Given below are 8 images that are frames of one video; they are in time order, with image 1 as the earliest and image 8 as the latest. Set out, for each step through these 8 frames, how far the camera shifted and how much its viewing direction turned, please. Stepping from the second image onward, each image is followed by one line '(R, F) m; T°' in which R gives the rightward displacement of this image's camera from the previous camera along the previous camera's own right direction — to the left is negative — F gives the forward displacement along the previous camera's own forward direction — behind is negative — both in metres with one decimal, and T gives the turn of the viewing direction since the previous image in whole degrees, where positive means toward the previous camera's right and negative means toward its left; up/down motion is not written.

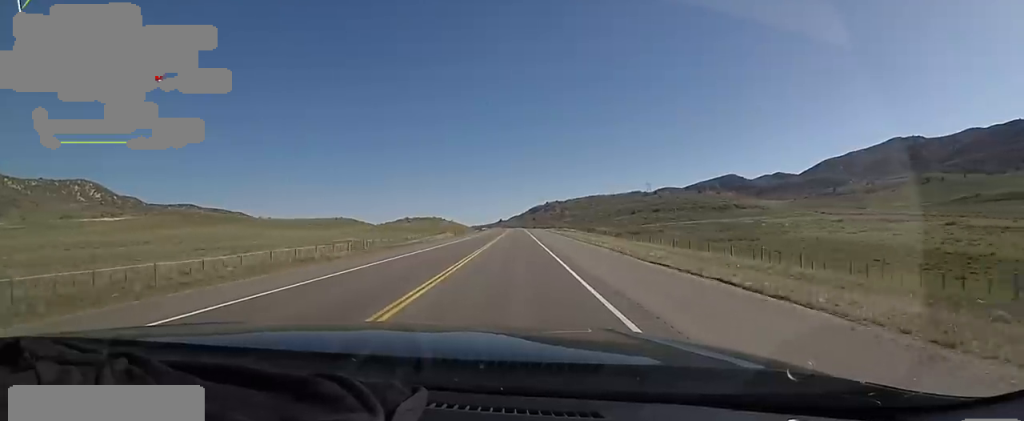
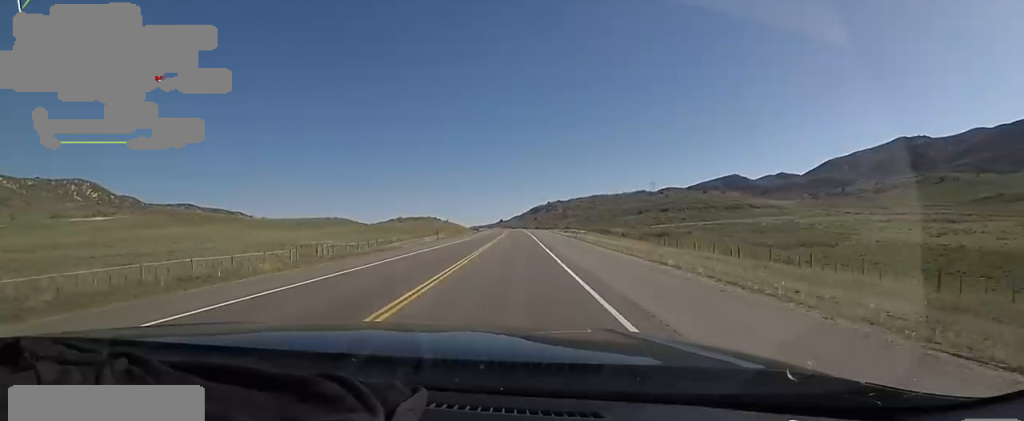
(+0.6, +15.6) m; 0°
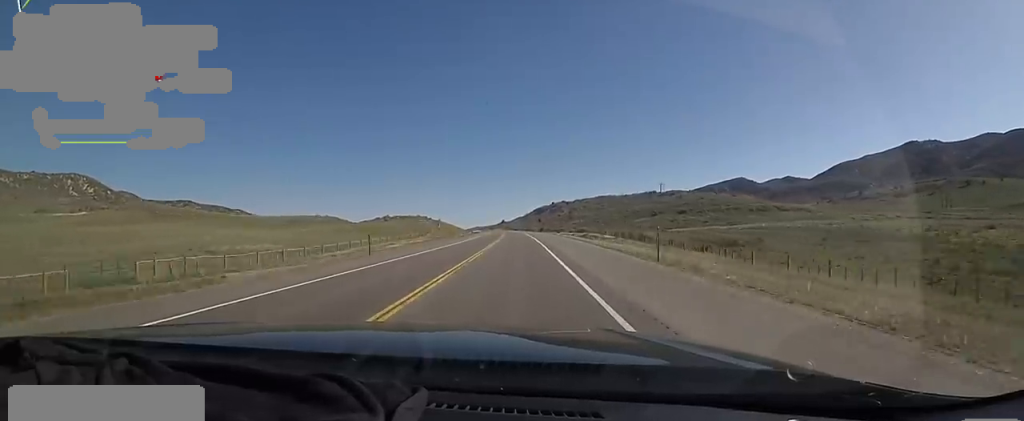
(+0.2, +26.0) m; -1°
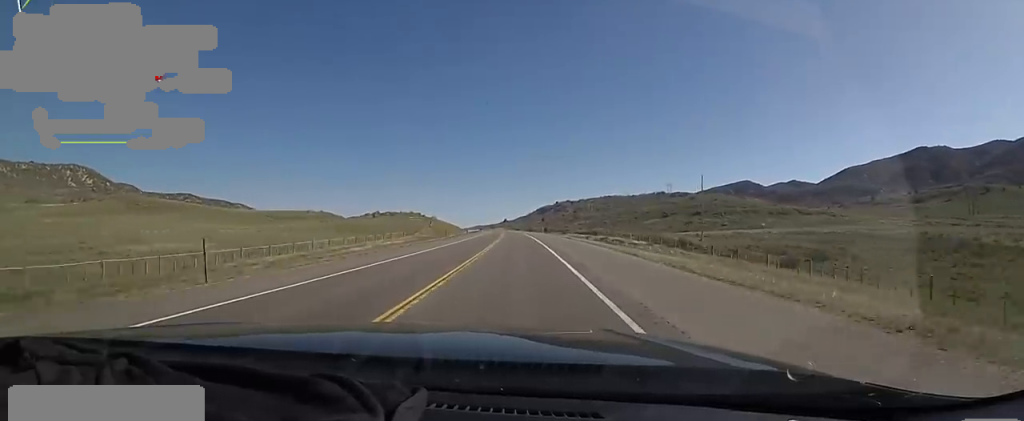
(-0.4, +16.7) m; -1°
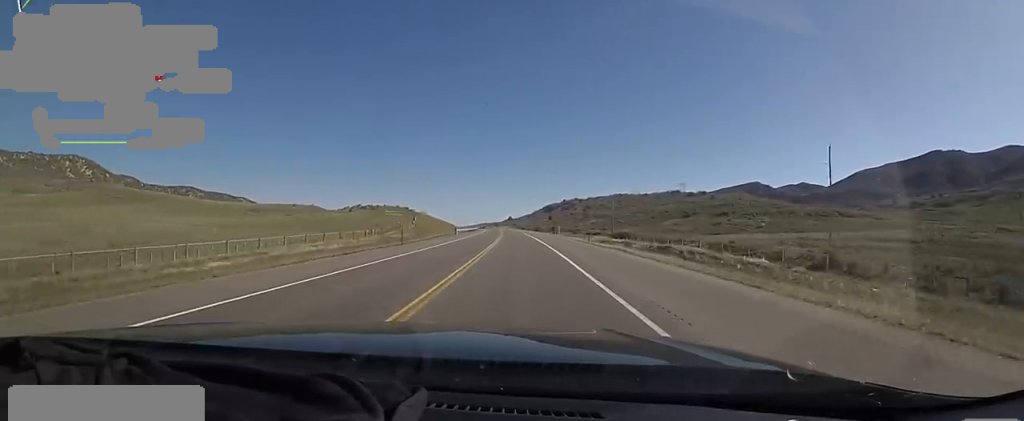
(-0.1, +26.4) m; 0°
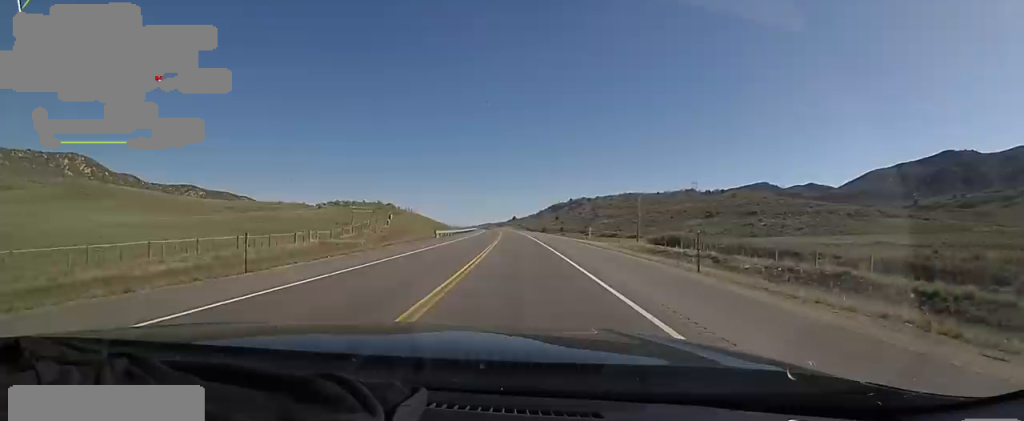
(0.0, +23.3) m; 0°
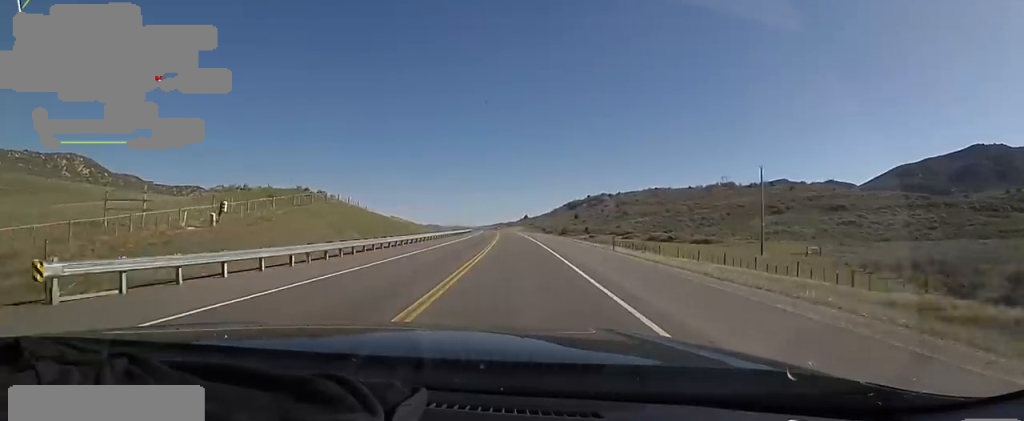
(0.0, +50.8) m; -2°
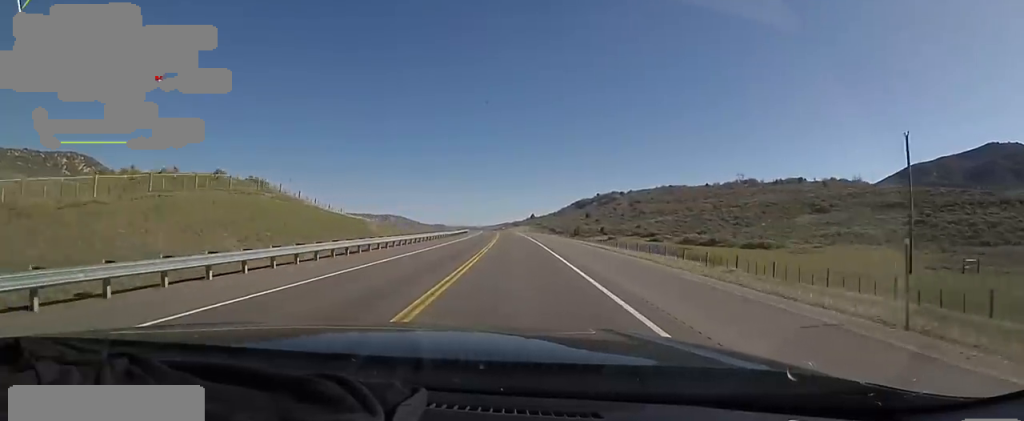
(-0.8, +21.9) m; 0°
